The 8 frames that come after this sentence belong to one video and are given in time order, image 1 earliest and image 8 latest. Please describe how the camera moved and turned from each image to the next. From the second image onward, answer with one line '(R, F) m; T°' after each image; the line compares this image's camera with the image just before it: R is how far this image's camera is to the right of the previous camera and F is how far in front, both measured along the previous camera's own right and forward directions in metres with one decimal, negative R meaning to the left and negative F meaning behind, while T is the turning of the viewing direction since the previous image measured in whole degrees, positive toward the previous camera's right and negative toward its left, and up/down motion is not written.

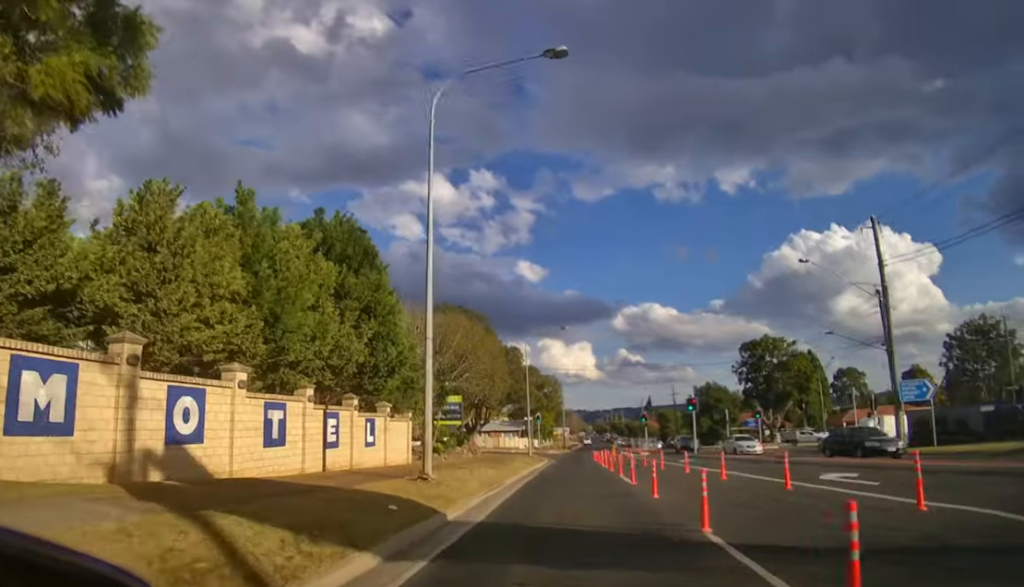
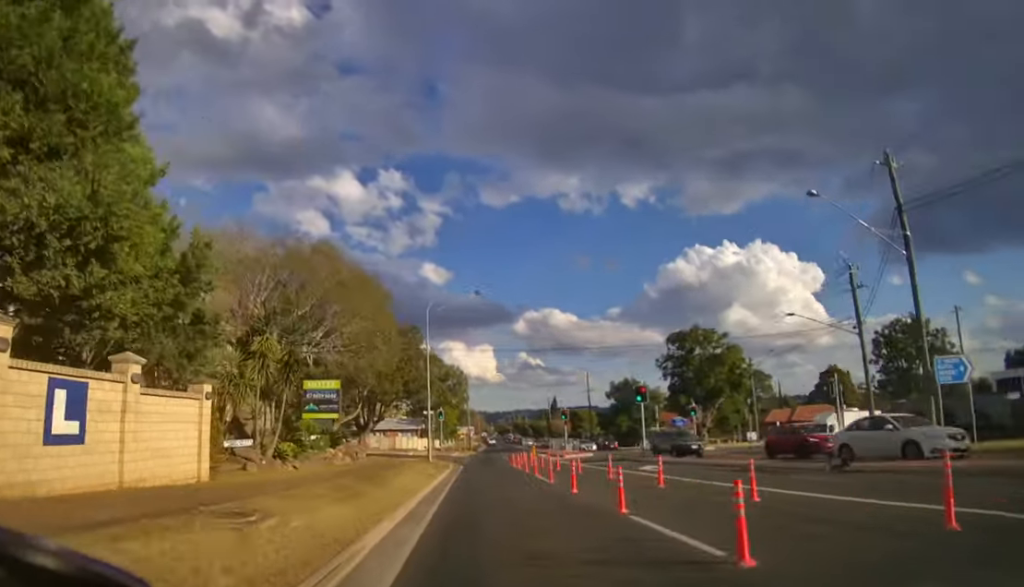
(+1.0, +11.3) m; +8°
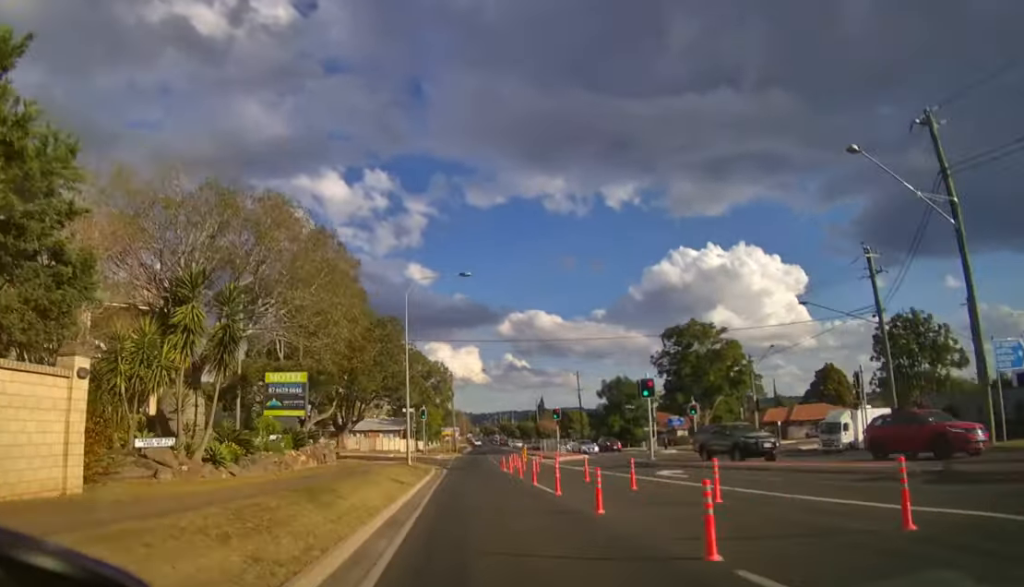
(+0.2, +4.3) m; +2°
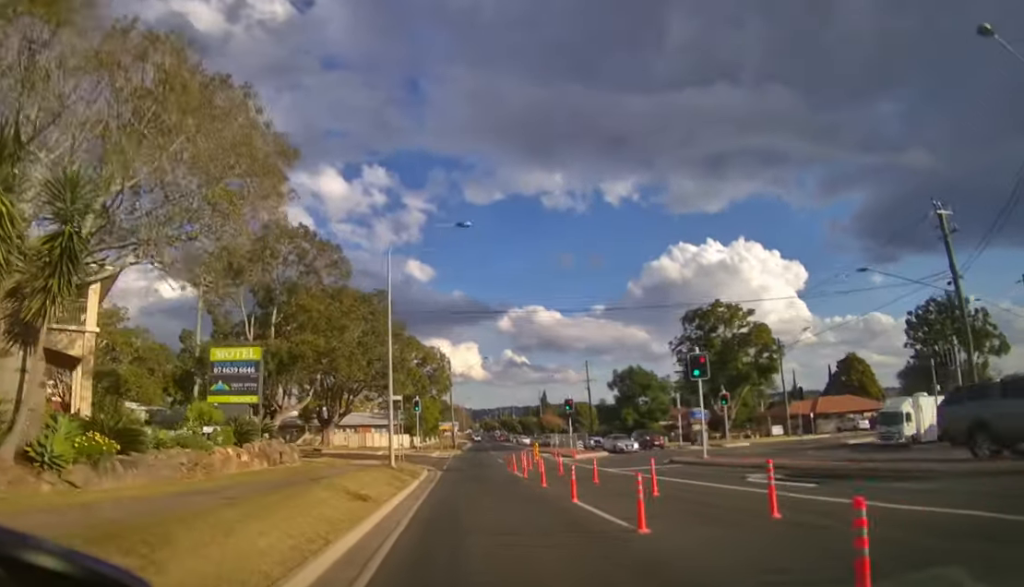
(+0.1, +6.6) m; +2°
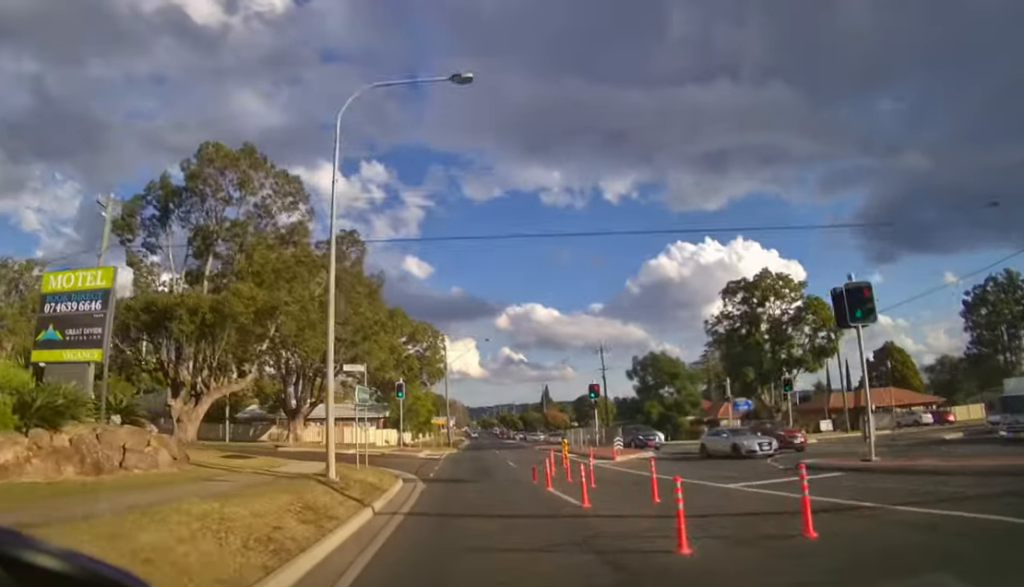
(+0.1, +9.4) m; +1°
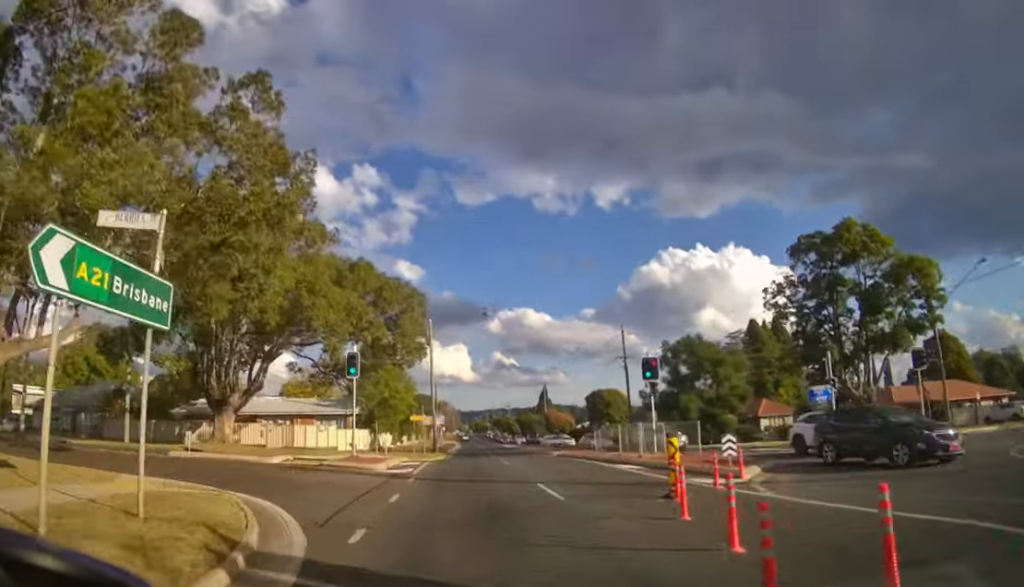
(+0.1, +10.5) m; +1°
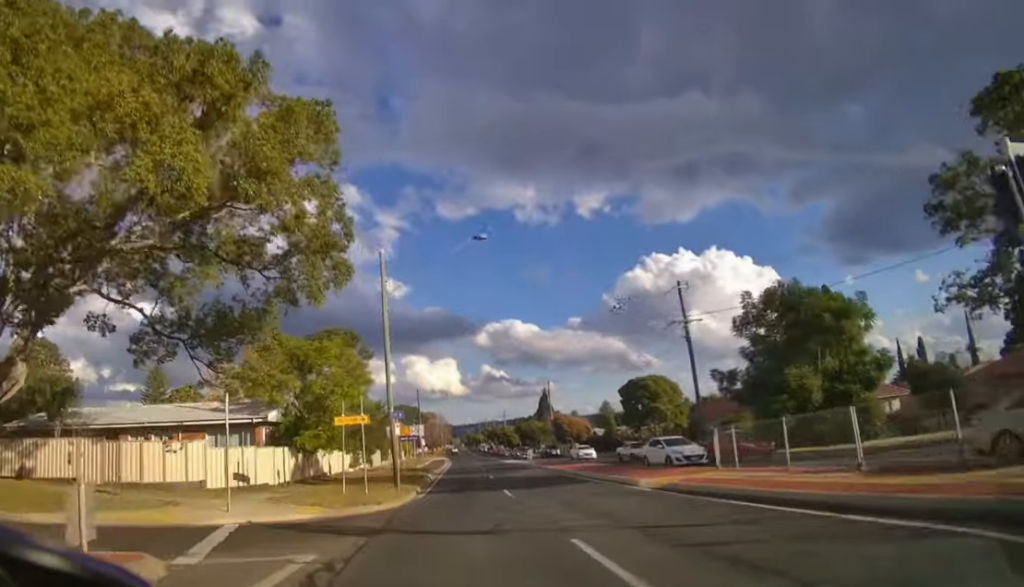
(+0.2, +16.0) m; +1°
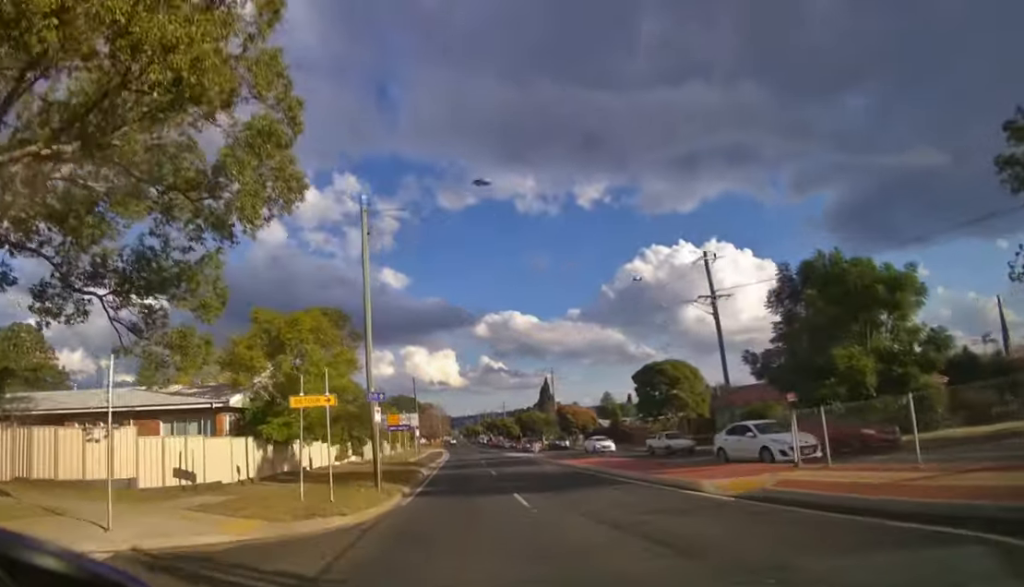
(0.0, +4.1) m; 0°
